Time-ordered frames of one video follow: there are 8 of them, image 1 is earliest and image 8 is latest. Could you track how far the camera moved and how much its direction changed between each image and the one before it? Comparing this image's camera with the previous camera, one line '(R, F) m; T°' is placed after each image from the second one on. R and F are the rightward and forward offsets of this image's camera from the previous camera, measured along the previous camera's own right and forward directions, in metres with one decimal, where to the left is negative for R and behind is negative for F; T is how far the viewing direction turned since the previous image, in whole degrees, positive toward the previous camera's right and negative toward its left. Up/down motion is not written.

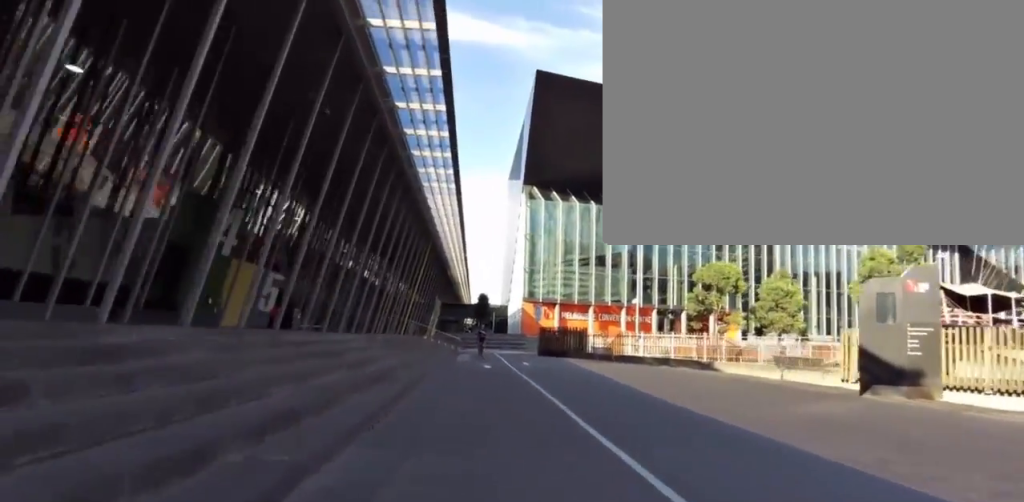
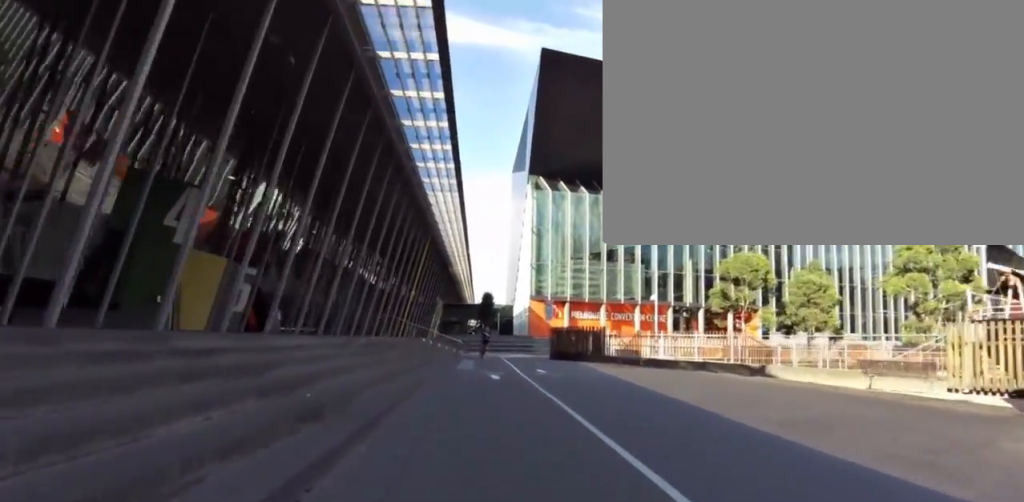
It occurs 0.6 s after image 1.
(+0.6, +4.4) m; +2°
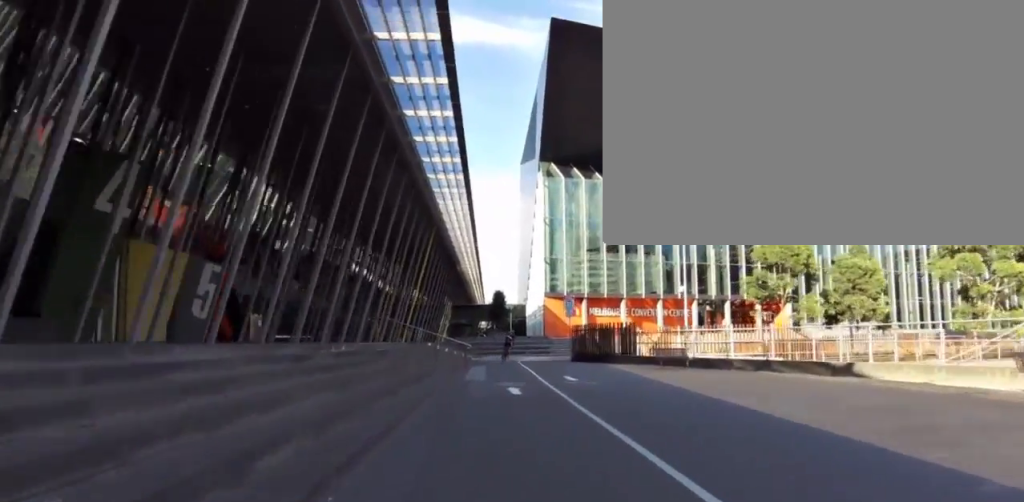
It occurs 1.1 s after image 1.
(+0.8, +4.4) m; +3°
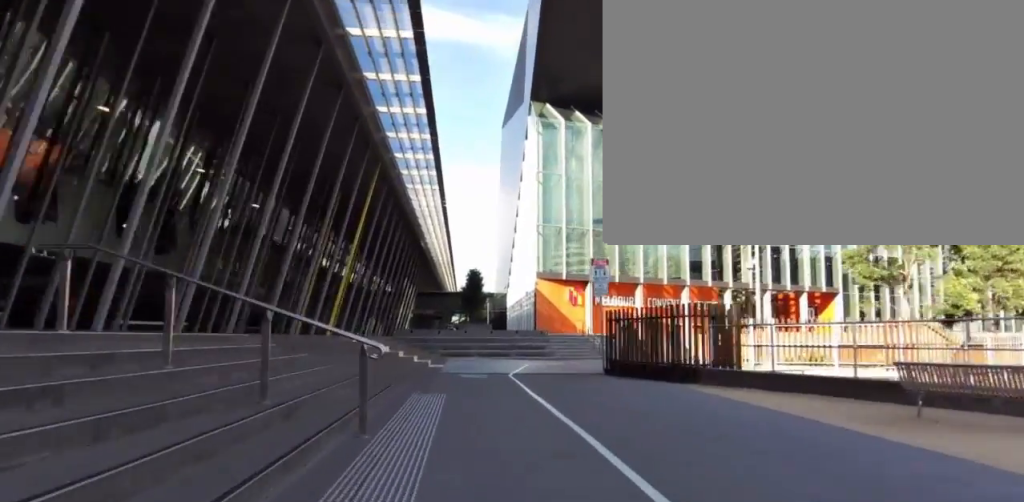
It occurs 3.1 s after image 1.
(-1.4, +14.9) m; -11°
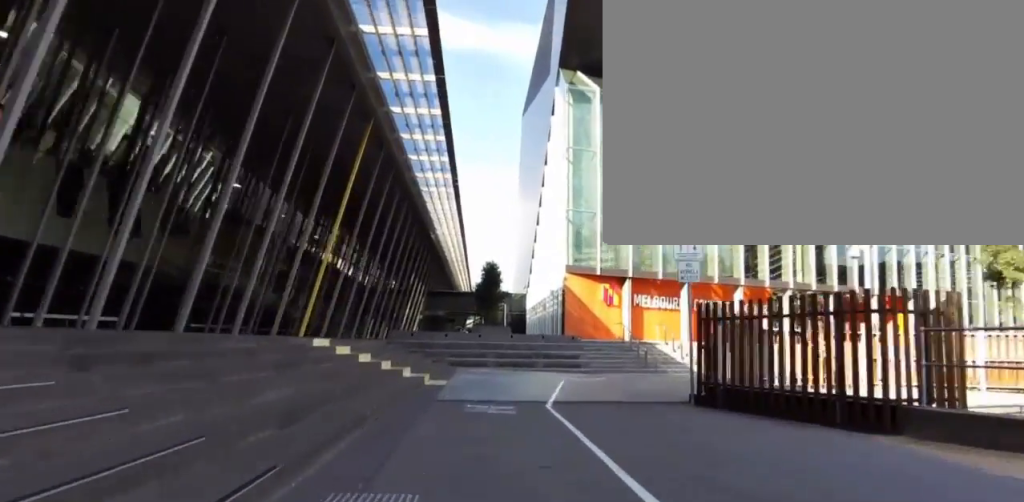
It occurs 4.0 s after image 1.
(-1.0, +6.8) m; +5°
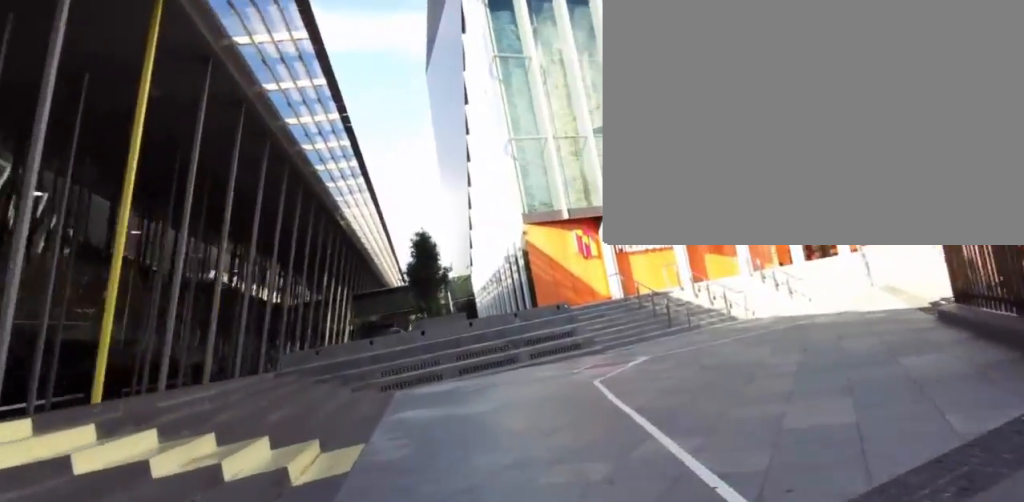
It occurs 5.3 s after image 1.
(+2.1, +9.5) m; +17°
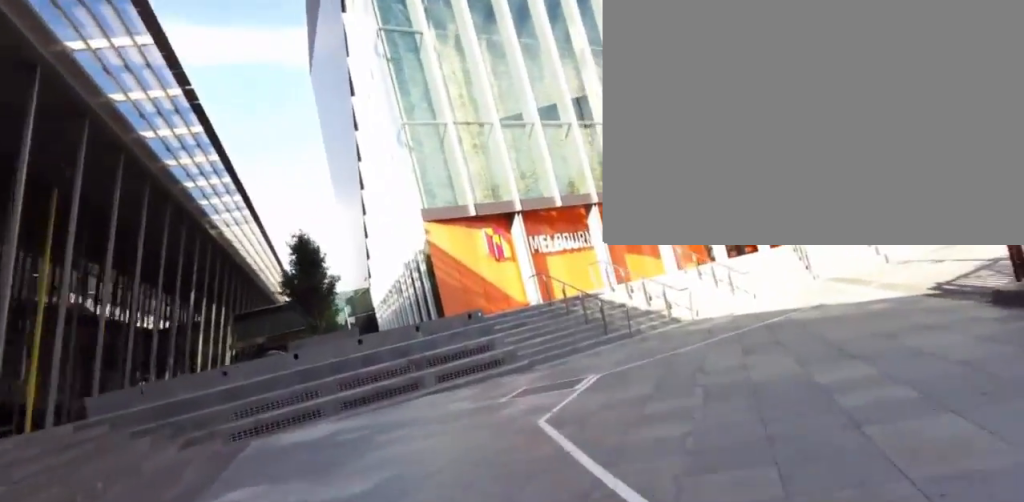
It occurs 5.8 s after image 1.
(-0.1, +4.1) m; +6°
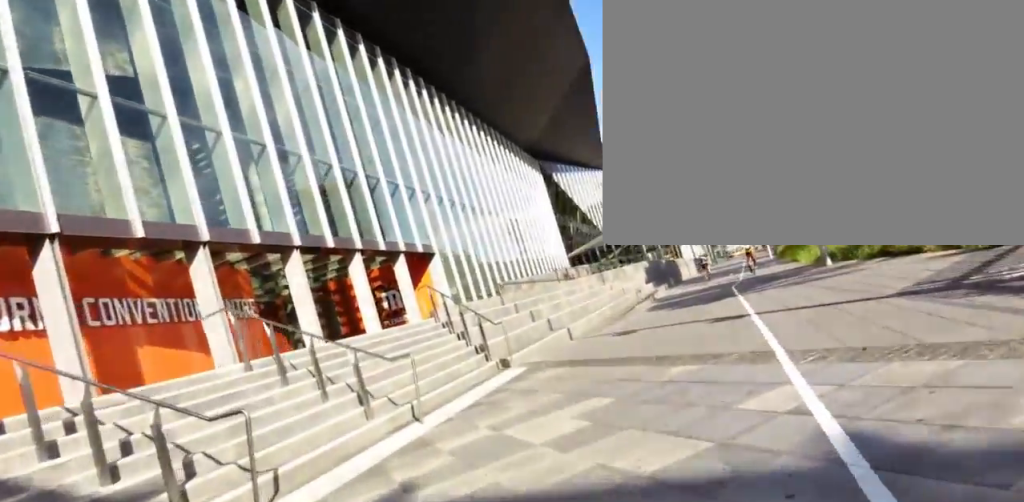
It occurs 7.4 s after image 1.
(+3.3, +12.1) m; +35°
